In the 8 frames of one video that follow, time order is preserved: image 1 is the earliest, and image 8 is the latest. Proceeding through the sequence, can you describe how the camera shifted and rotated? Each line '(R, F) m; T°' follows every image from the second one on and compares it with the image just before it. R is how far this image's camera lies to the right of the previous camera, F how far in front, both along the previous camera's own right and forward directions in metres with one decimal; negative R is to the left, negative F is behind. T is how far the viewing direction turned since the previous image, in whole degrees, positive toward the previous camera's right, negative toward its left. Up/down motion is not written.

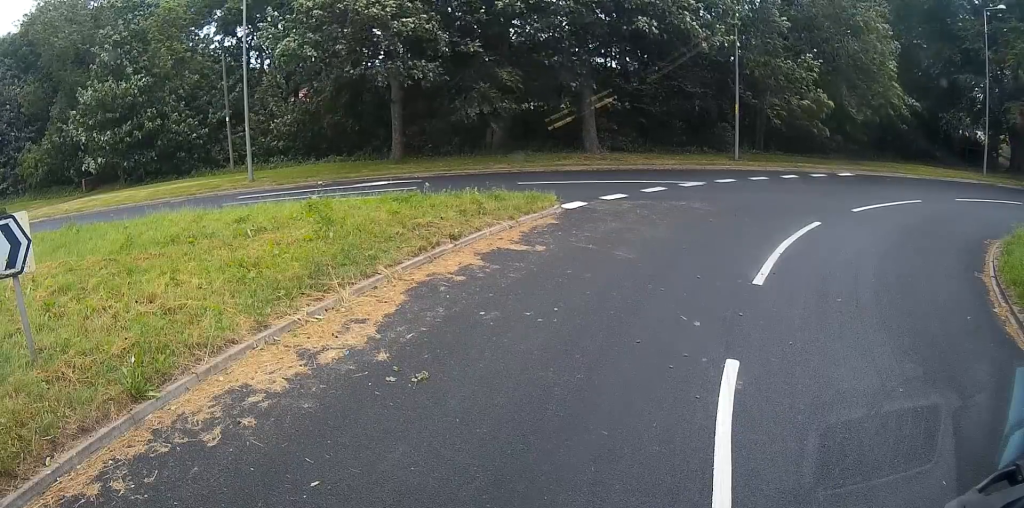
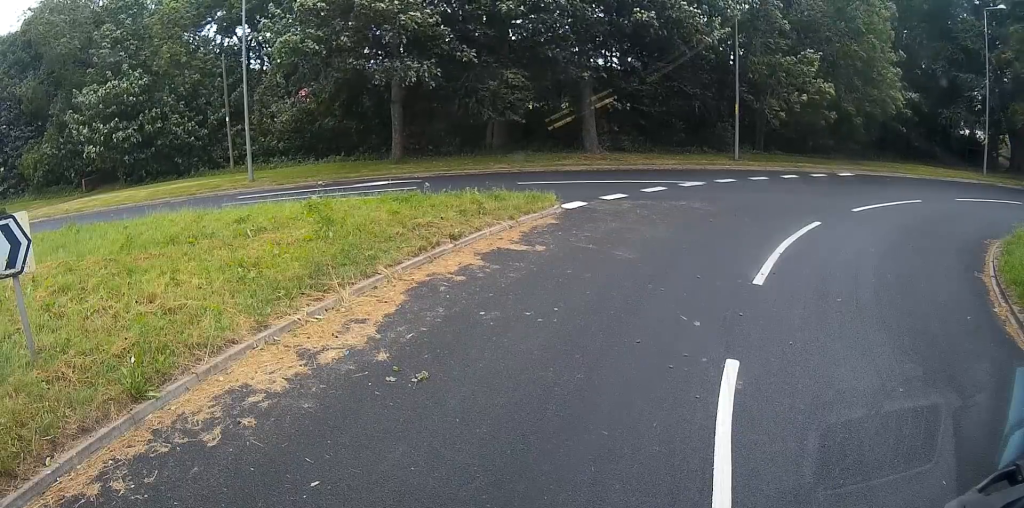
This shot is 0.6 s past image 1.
(0.0, 0.0) m; 0°
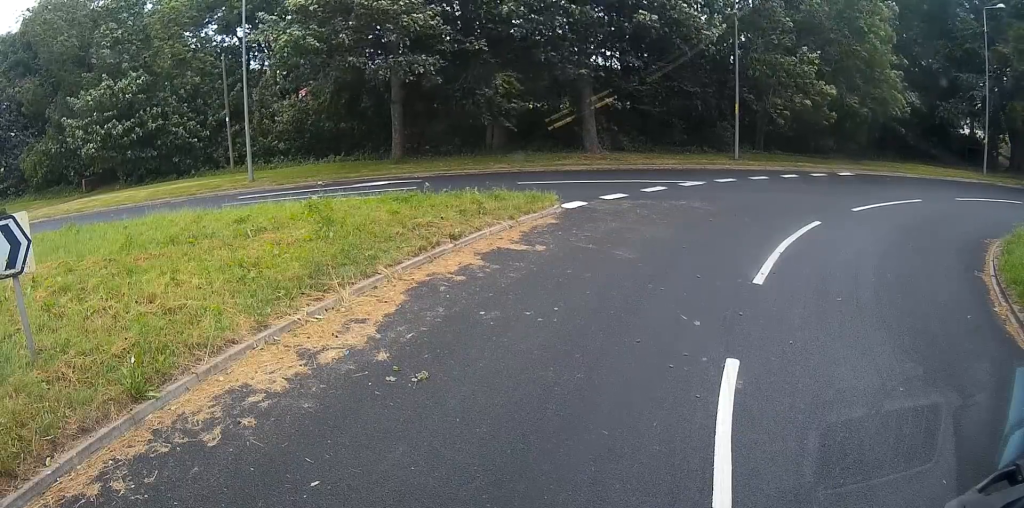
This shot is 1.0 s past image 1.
(0.0, 0.0) m; 0°
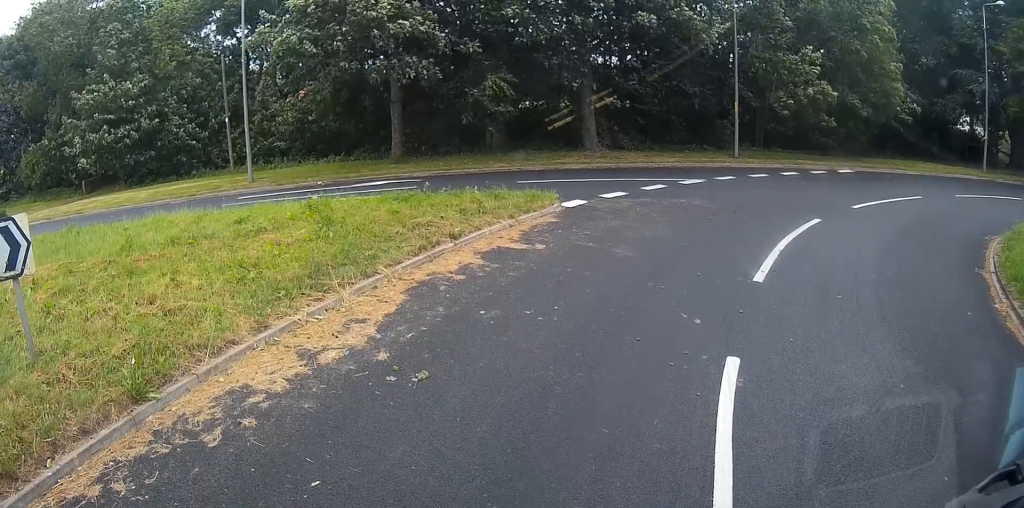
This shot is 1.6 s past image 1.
(0.0, 0.0) m; 0°
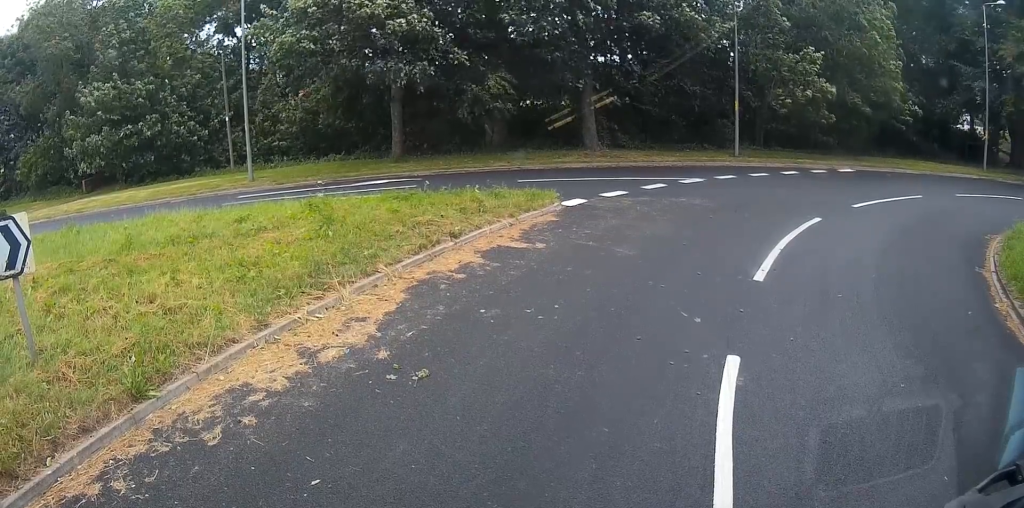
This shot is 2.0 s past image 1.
(0.0, 0.0) m; 0°
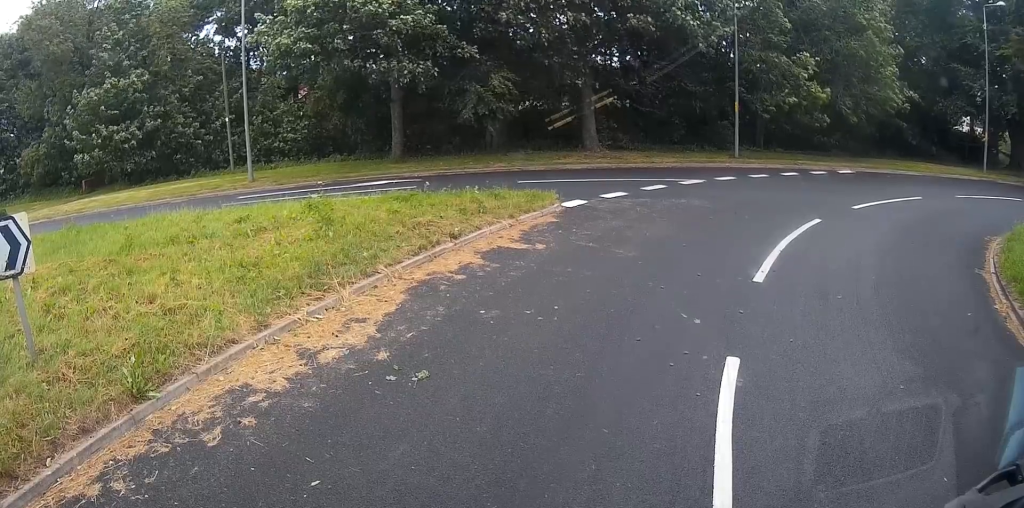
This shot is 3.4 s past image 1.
(0.0, 0.0) m; 0°
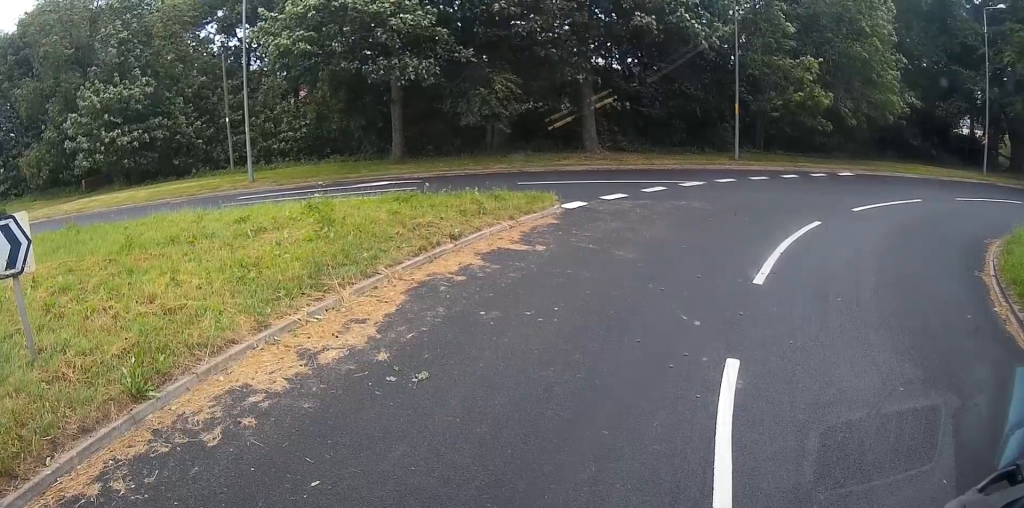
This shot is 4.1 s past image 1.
(0.0, 0.0) m; 0°
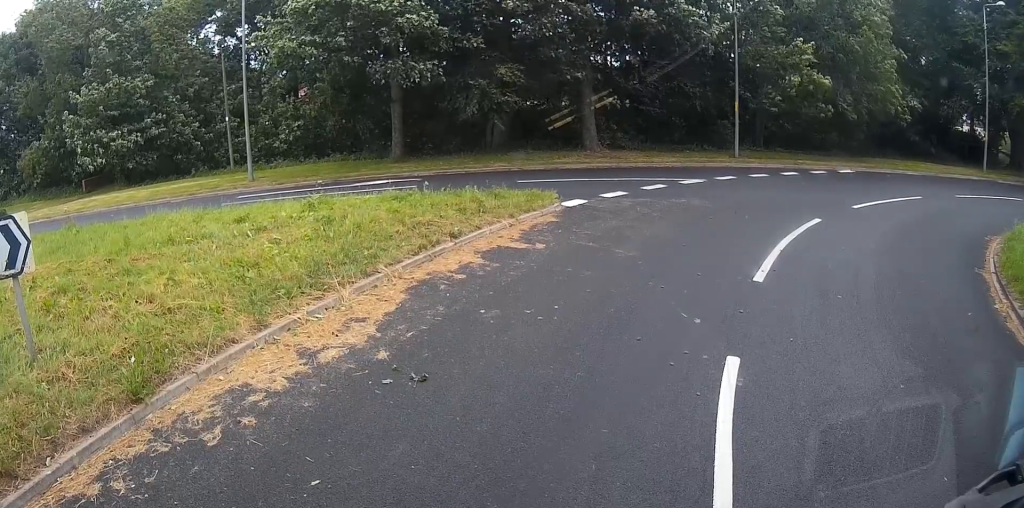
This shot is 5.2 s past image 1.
(0.0, 0.0) m; 0°
